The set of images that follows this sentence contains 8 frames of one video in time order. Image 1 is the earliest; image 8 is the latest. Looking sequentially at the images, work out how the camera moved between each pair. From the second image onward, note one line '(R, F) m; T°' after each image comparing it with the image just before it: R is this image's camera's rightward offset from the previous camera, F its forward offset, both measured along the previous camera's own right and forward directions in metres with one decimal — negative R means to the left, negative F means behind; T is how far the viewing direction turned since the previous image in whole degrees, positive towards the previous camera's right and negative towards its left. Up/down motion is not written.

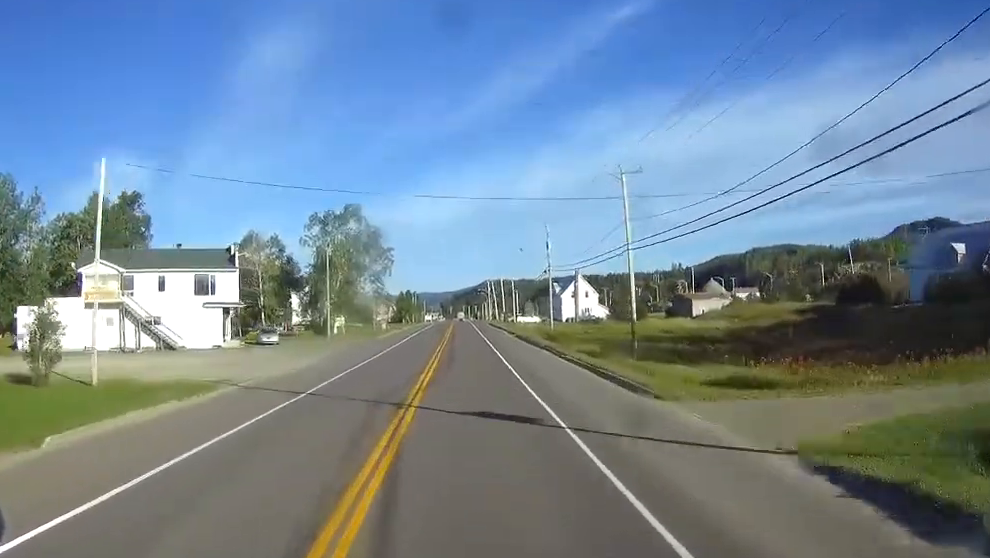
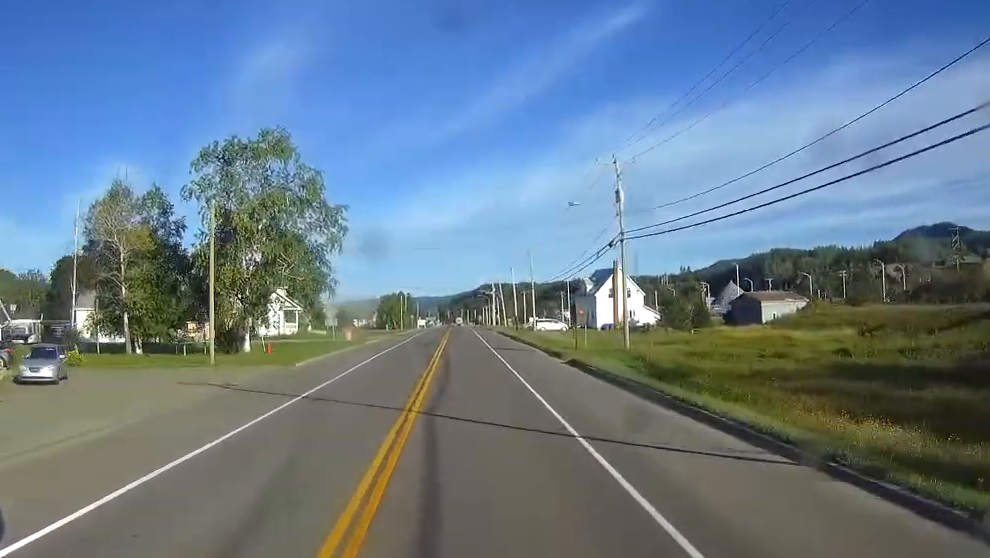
(-0.1, +41.3) m; 0°
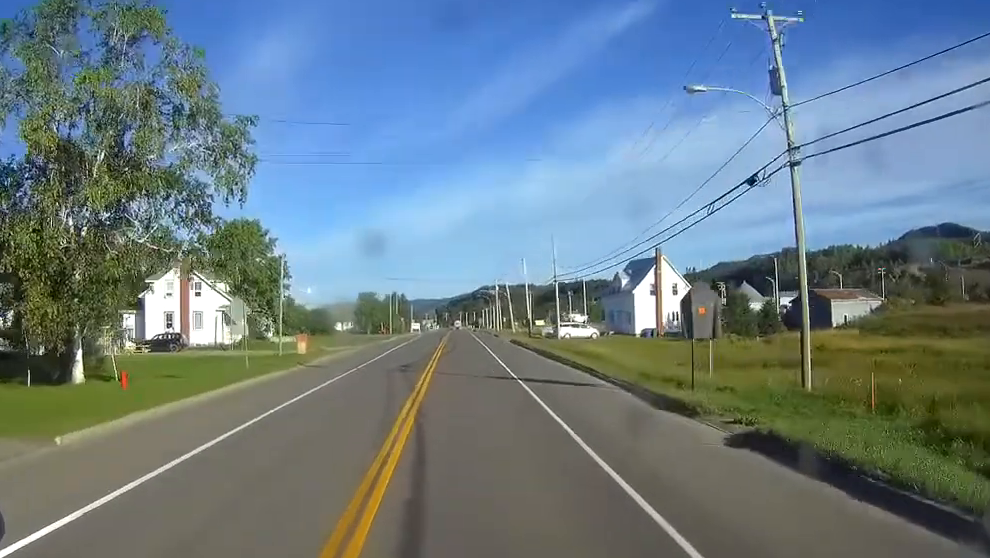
(+0.2, +26.8) m; 0°
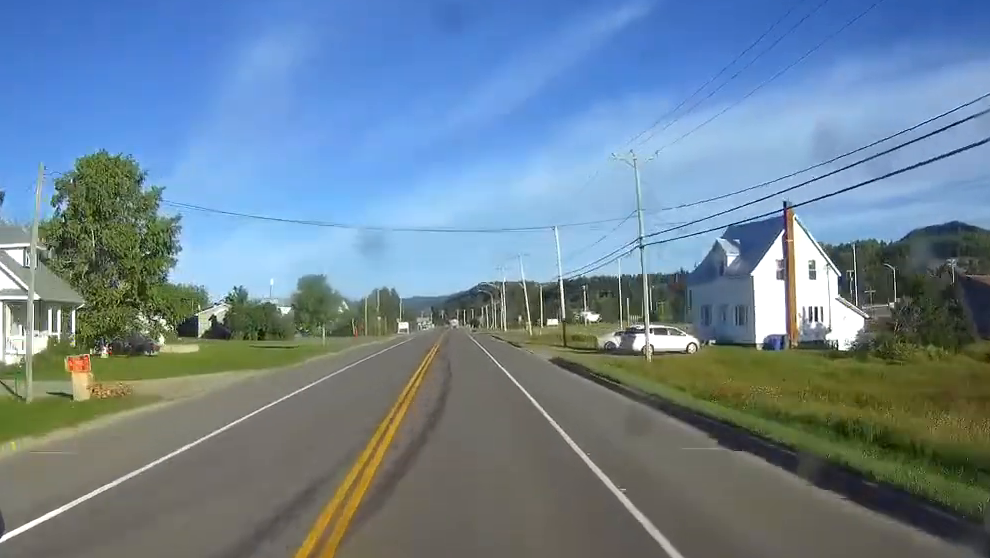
(-0.2, +38.9) m; 0°
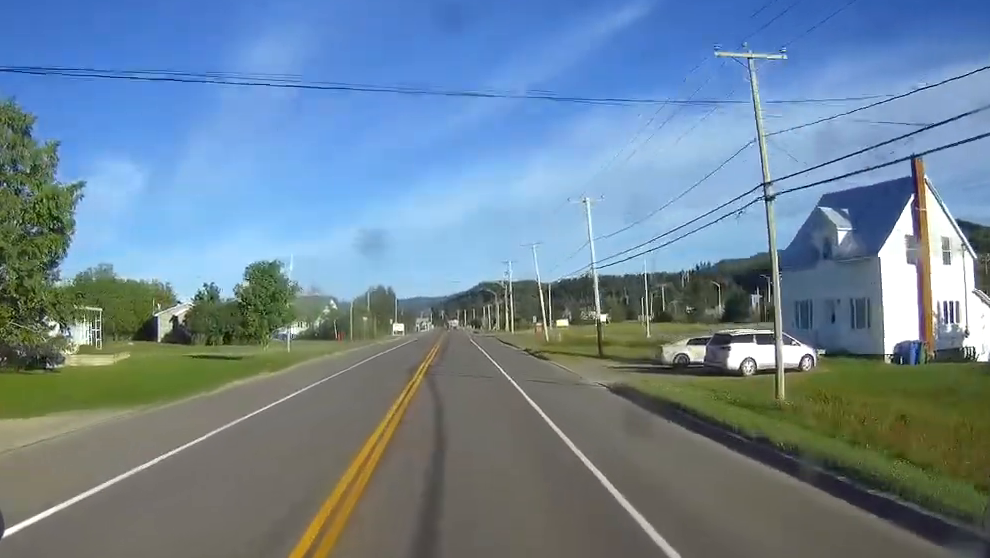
(0.0, +17.6) m; 0°
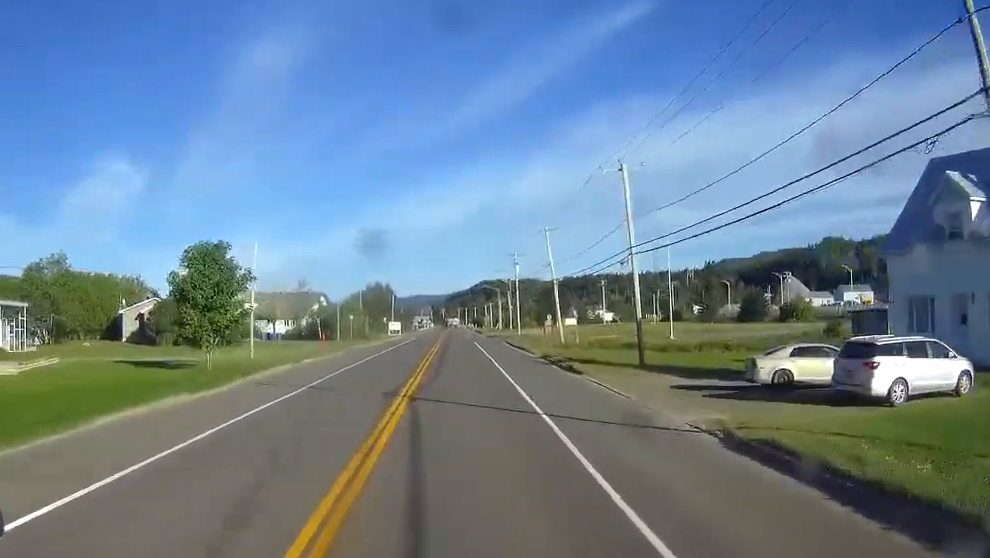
(+0.1, +12.1) m; 0°
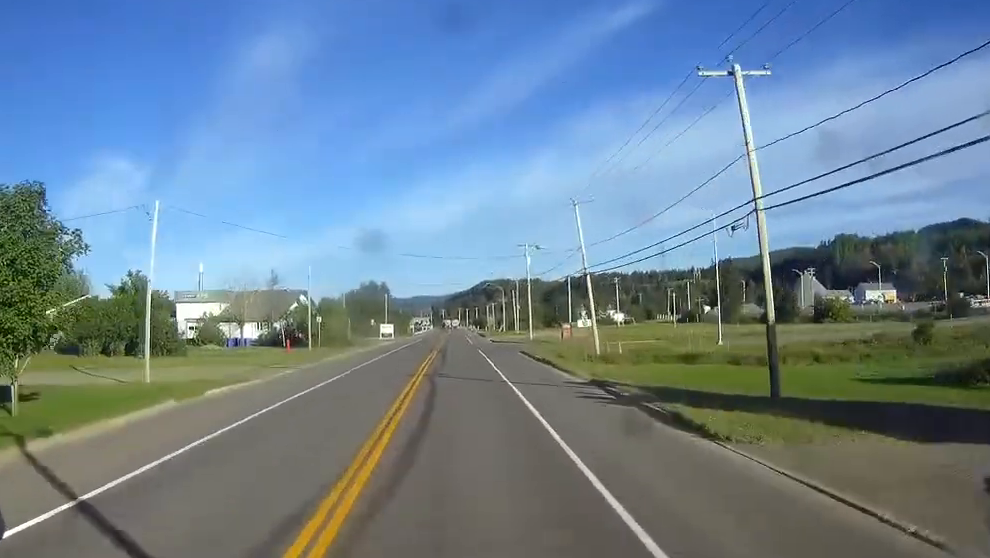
(0.0, +18.5) m; 0°
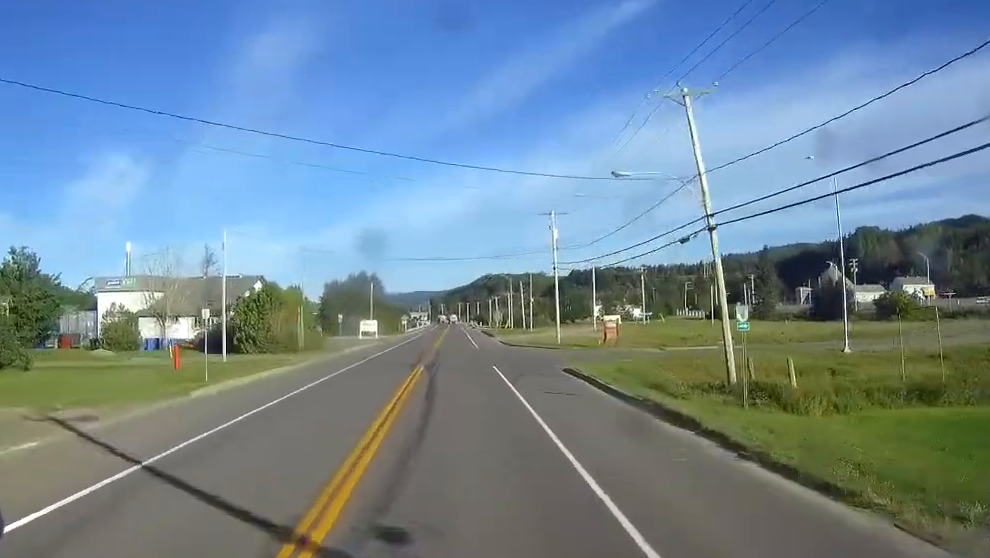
(0.0, +27.8) m; 0°
